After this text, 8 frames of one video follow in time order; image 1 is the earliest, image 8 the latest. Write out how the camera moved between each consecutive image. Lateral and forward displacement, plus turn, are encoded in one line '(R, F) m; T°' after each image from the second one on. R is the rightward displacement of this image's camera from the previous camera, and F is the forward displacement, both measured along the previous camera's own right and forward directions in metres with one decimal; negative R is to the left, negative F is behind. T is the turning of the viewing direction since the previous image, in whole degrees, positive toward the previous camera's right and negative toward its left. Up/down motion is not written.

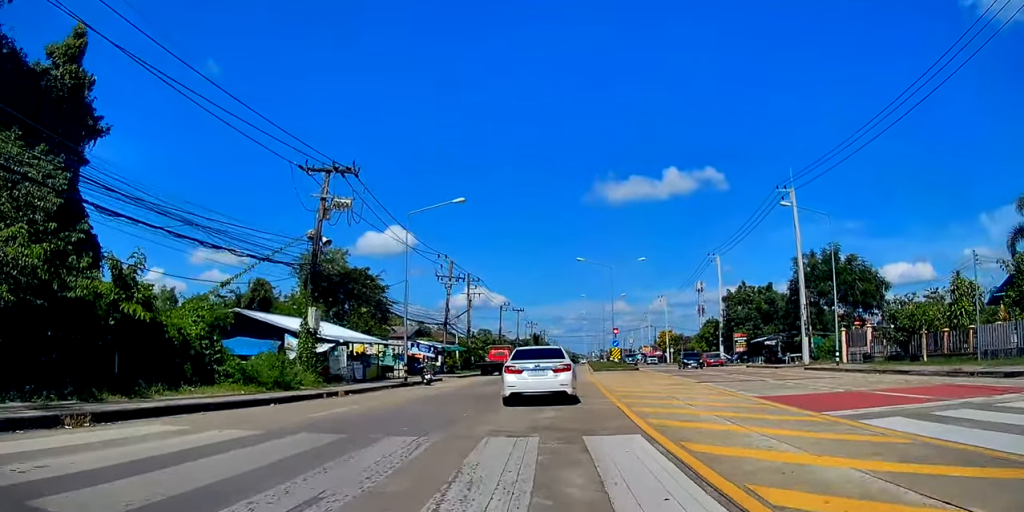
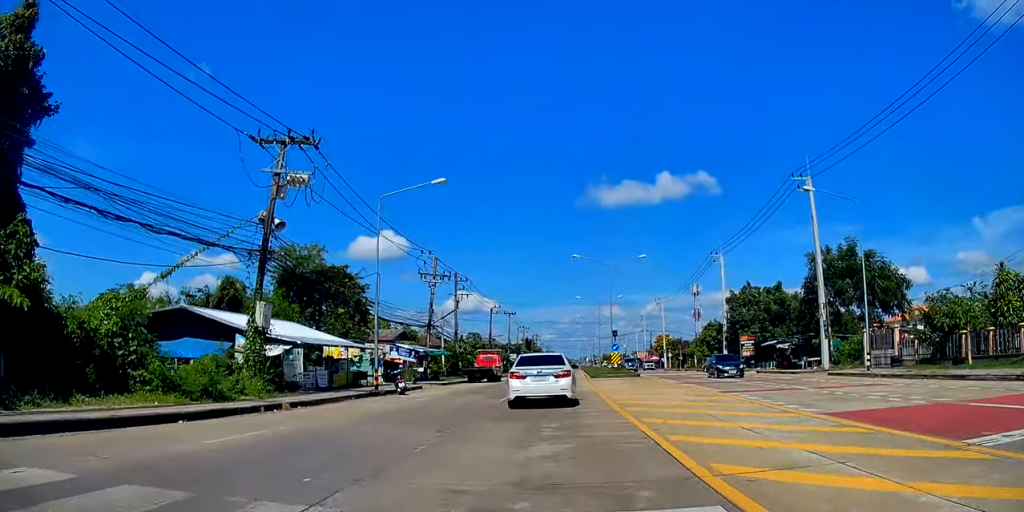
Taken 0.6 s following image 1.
(0.0, +4.9) m; -2°
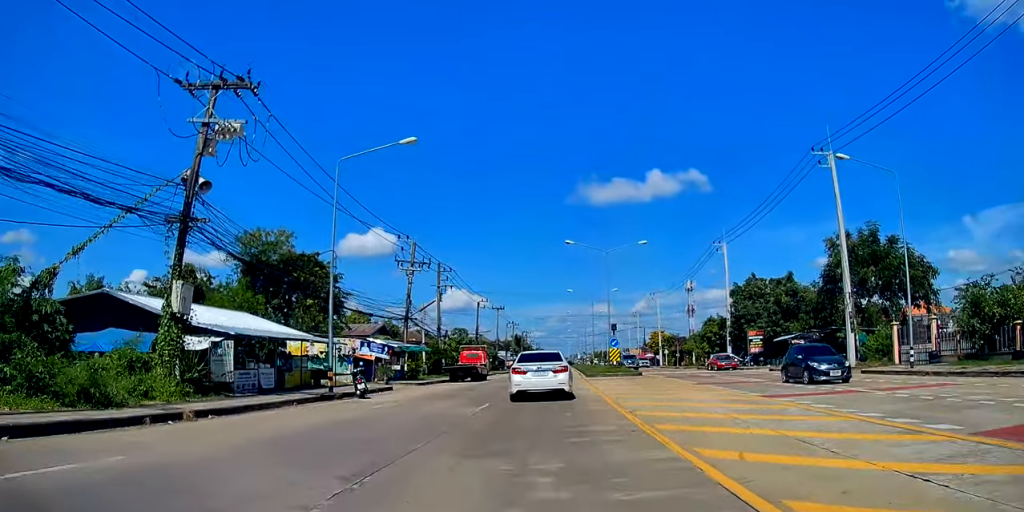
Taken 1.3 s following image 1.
(-0.1, +5.5) m; -2°
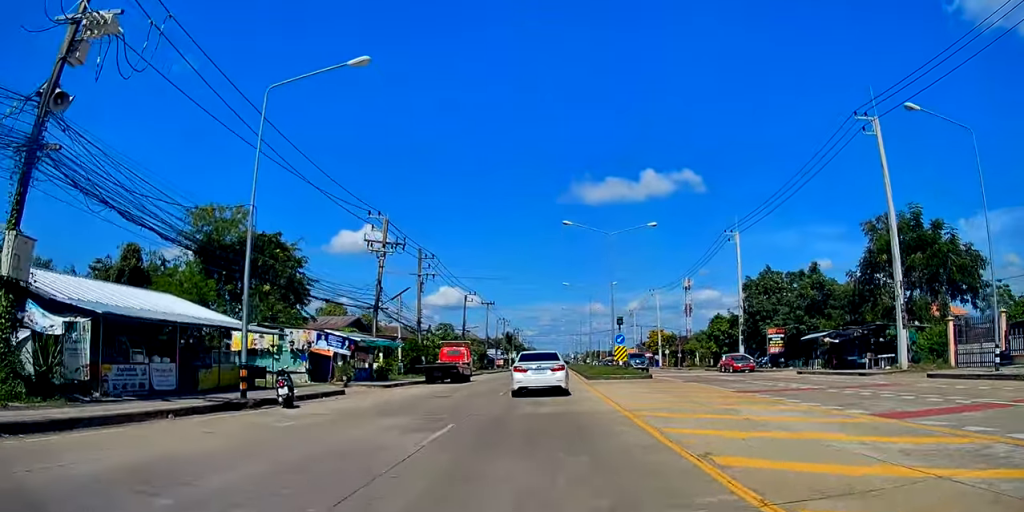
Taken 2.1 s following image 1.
(-0.2, +7.2) m; -1°
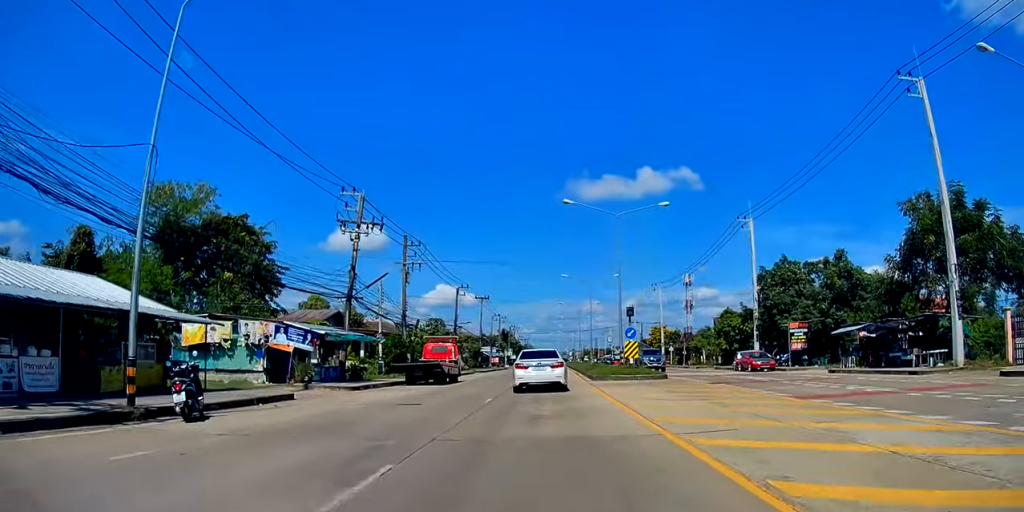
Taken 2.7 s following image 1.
(-0.1, +5.3) m; +2°
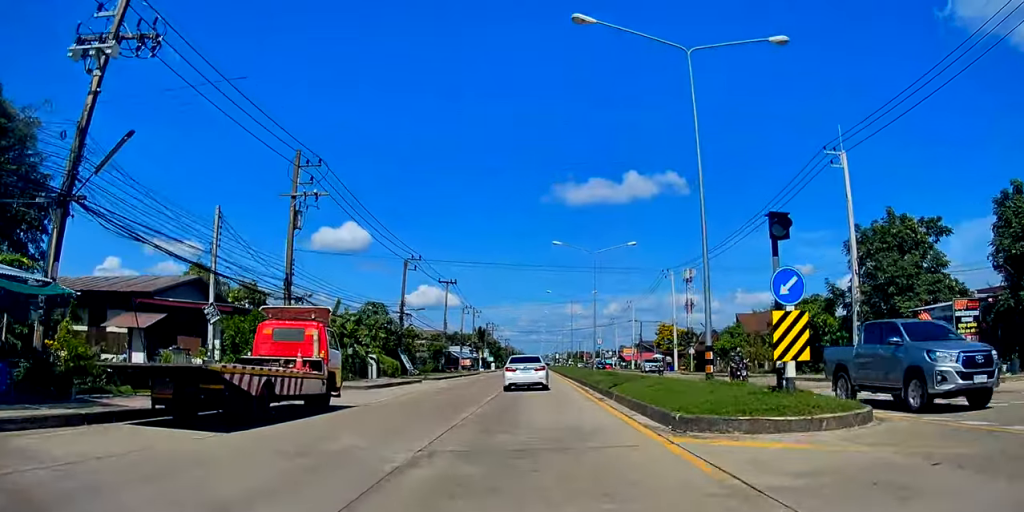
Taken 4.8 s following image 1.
(+1.1, +21.9) m; +2°
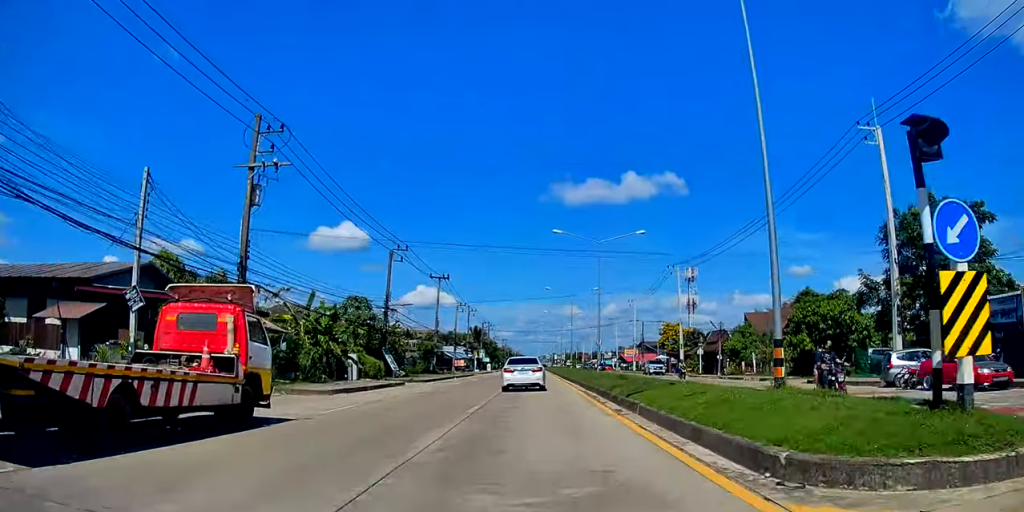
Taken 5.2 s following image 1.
(0.0, +4.8) m; 0°
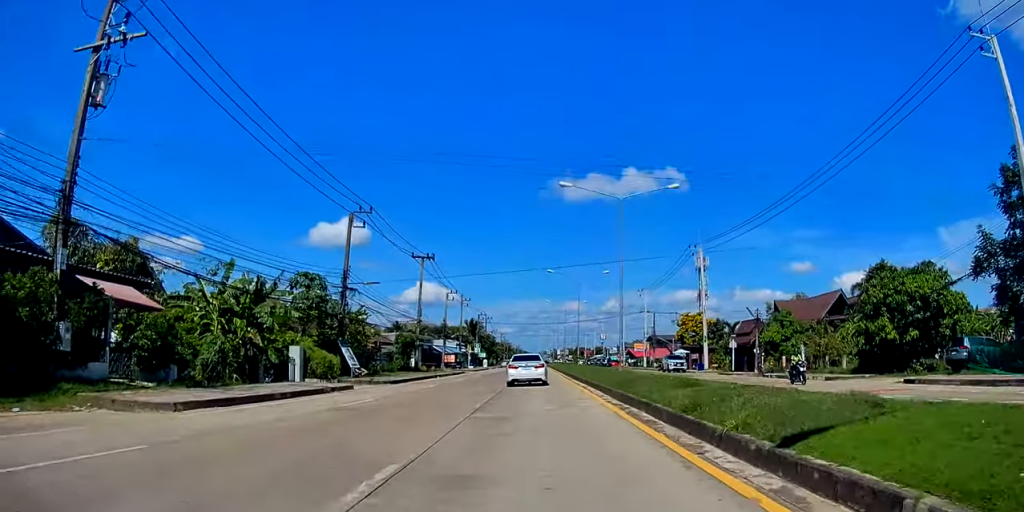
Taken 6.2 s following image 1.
(-0.1, +11.2) m; 0°
